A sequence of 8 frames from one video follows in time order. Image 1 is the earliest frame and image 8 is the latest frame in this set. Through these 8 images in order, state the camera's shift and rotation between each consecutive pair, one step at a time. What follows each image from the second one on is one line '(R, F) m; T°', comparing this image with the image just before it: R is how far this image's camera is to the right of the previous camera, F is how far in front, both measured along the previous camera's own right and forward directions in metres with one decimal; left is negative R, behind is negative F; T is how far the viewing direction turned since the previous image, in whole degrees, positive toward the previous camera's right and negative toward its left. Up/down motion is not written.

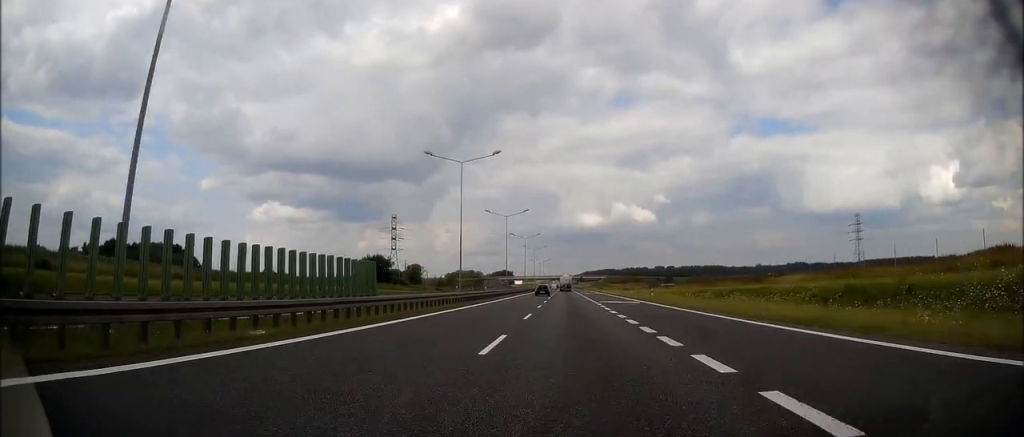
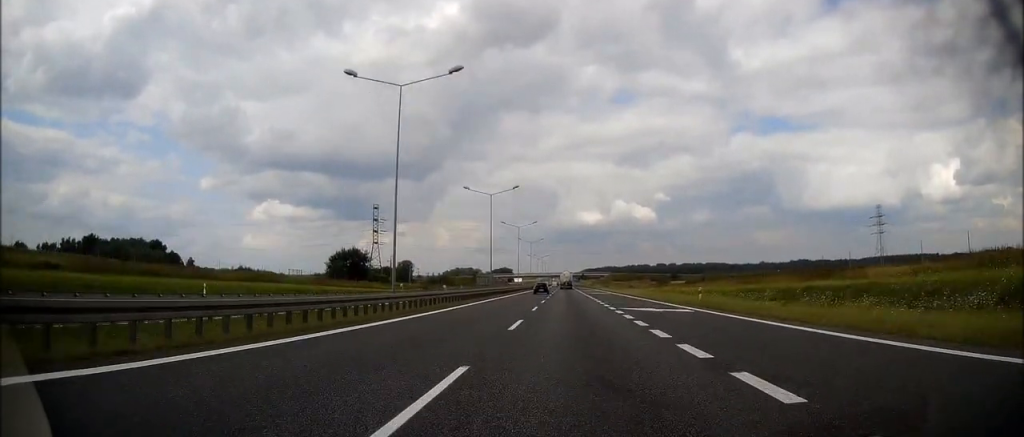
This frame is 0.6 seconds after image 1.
(-0.2, +18.4) m; 0°
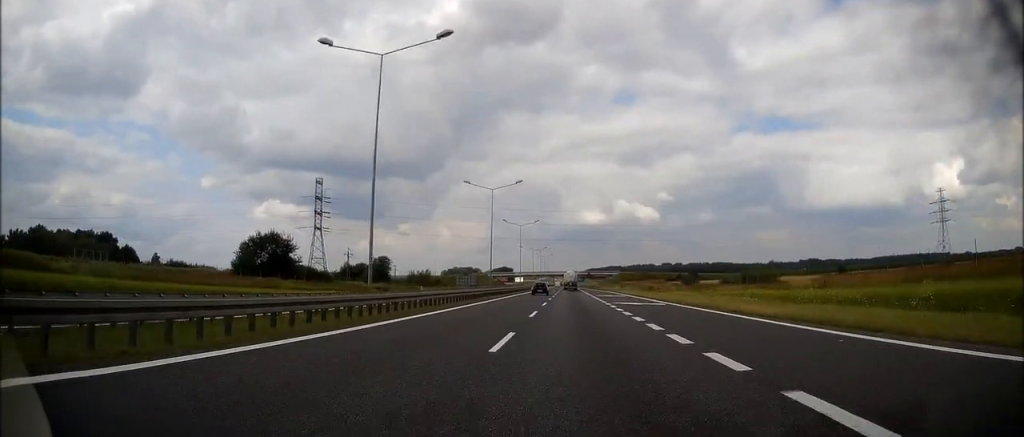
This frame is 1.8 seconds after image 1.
(+0.2, +41.2) m; 0°
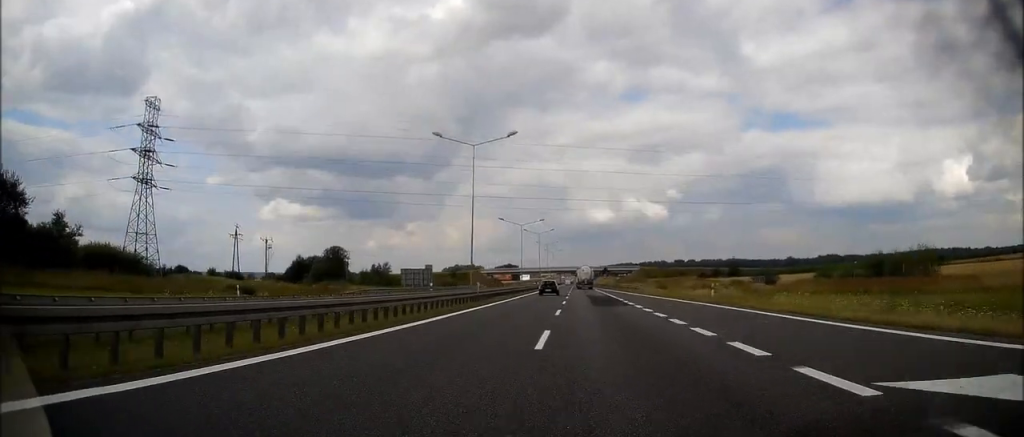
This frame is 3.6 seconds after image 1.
(-0.5, +57.3) m; -1°
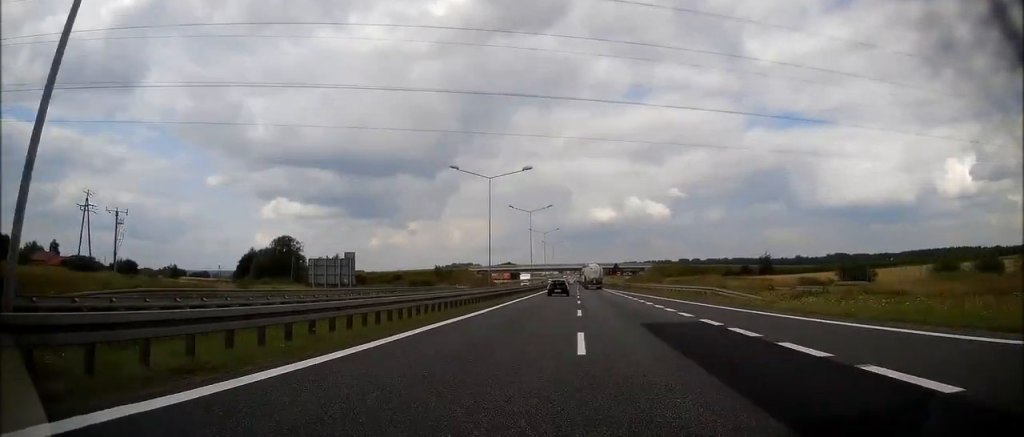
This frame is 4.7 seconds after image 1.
(0.0, +36.3) m; 0°
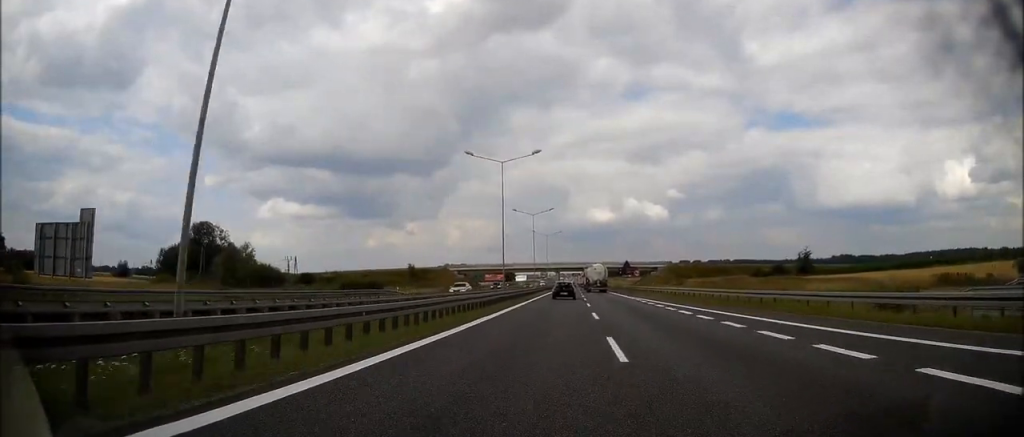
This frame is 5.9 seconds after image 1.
(+0.1, +35.9) m; 0°
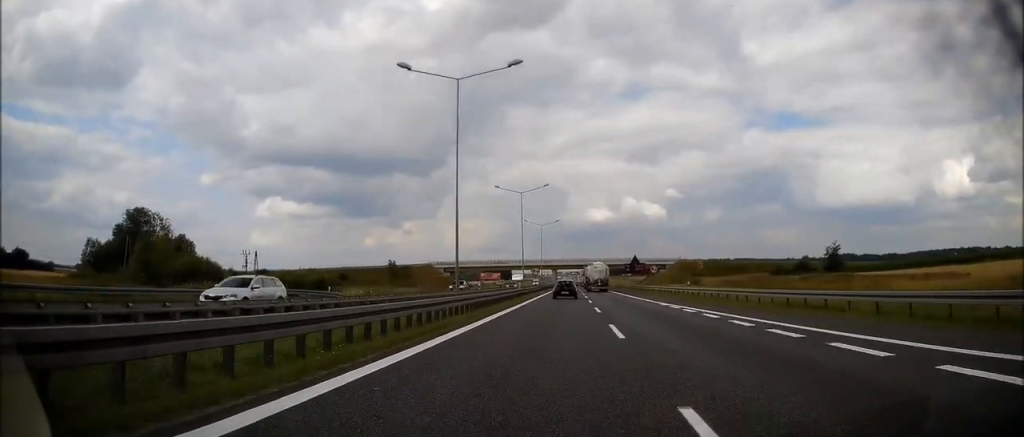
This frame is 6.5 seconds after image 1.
(0.0, +19.9) m; 0°
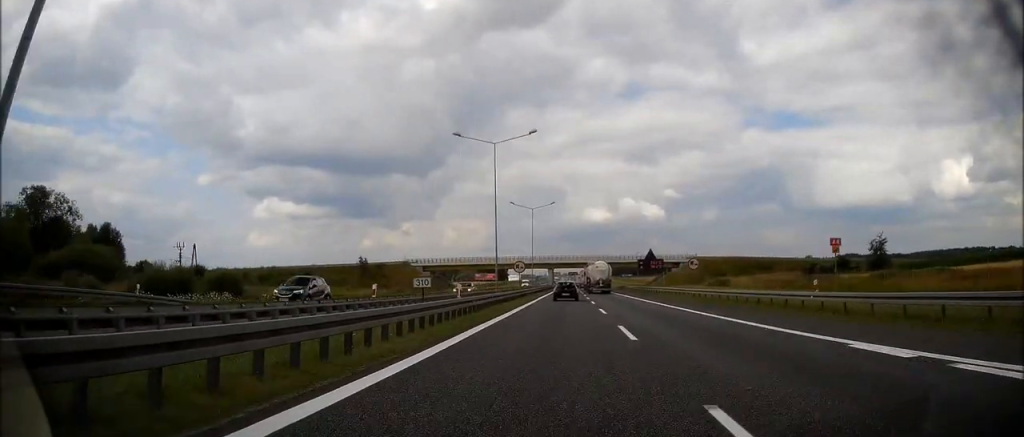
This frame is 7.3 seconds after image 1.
(0.0, +23.8) m; 0°
